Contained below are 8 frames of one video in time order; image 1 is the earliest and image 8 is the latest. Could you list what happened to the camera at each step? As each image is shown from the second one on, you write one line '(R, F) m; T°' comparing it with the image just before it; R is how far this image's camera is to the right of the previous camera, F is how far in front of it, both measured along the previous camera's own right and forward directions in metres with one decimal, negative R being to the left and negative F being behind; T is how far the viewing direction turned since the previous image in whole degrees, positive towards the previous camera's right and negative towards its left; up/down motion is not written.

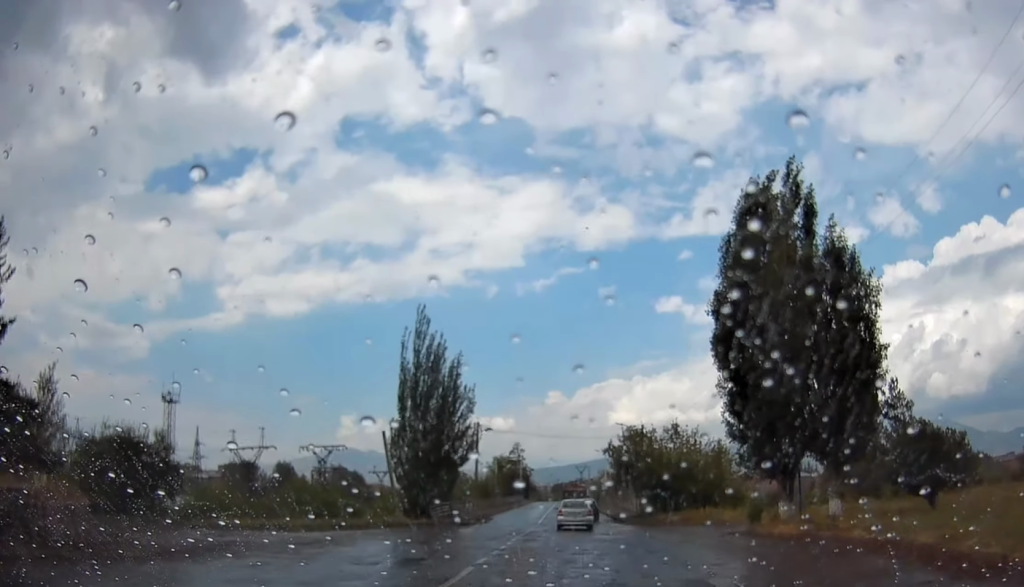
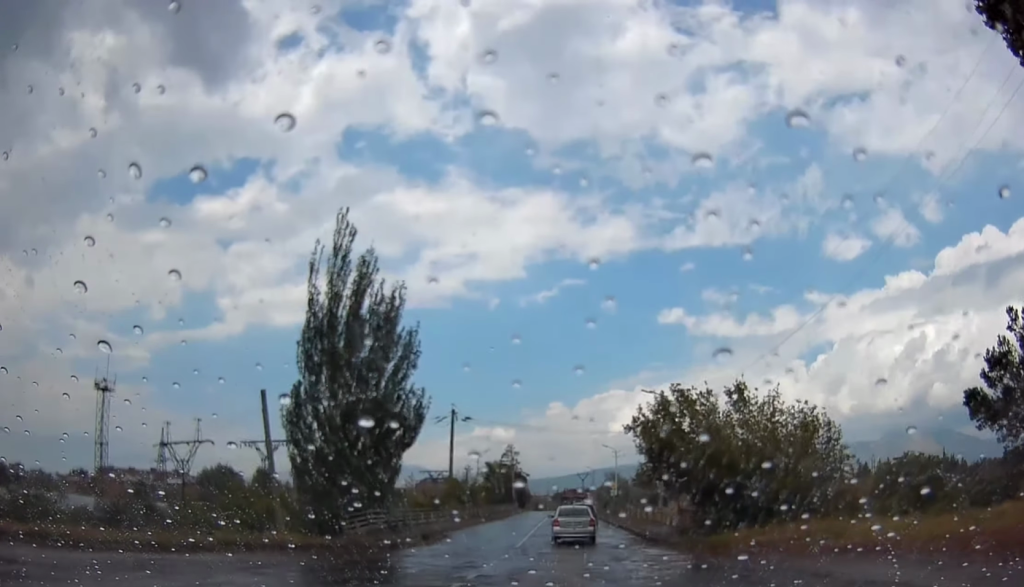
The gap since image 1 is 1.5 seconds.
(+0.8, +17.5) m; +2°
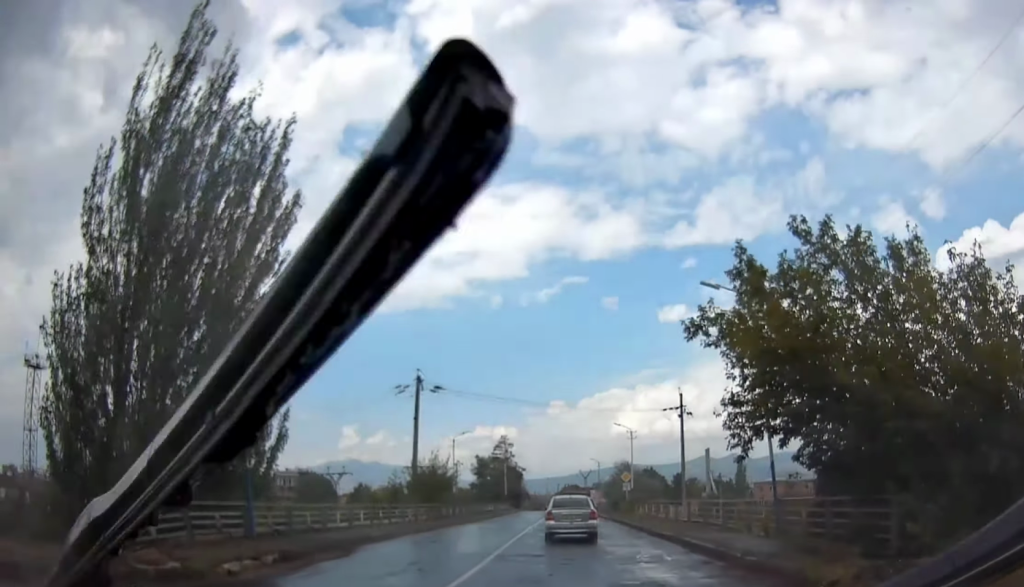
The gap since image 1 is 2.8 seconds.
(-0.7, +15.5) m; -2°
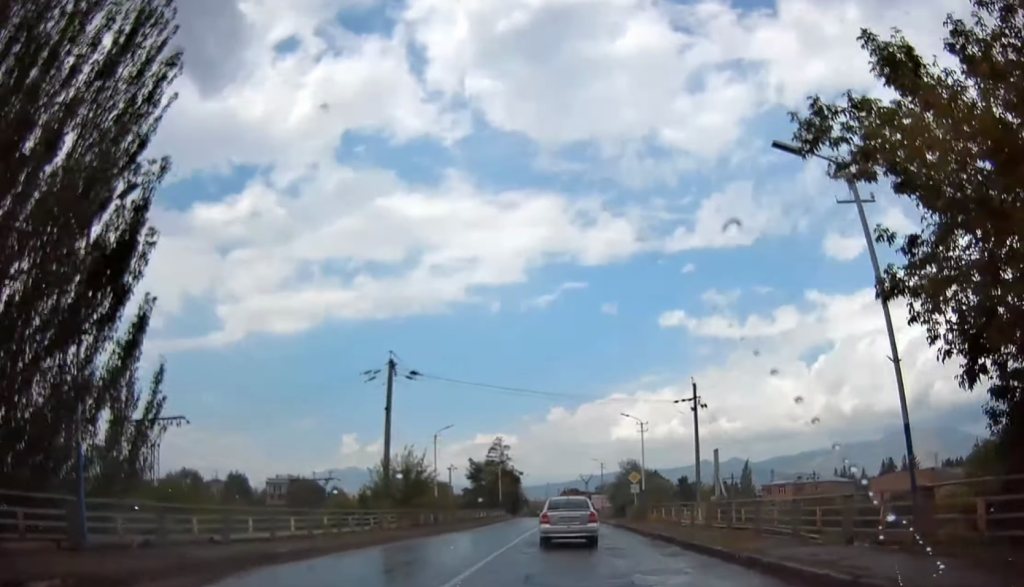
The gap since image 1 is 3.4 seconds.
(0.0, +7.4) m; 0°
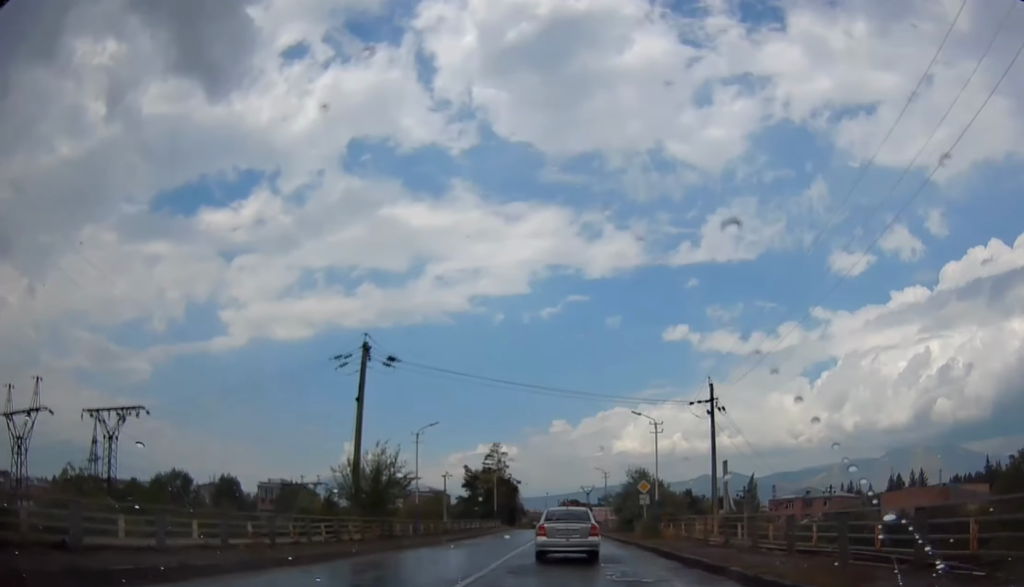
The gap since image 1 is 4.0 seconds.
(0.0, +6.0) m; 0°
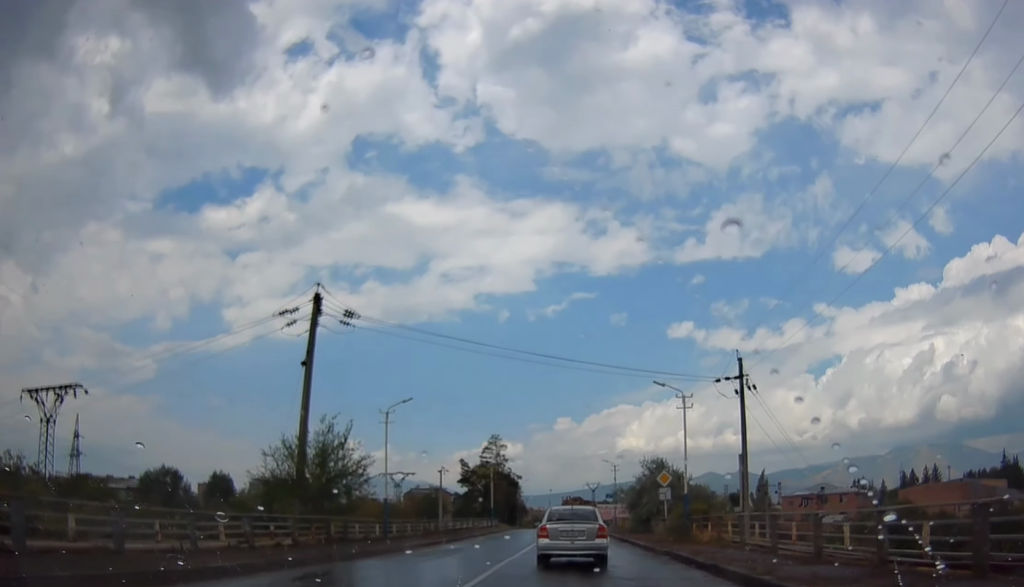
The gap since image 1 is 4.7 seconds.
(0.0, +8.0) m; +1°
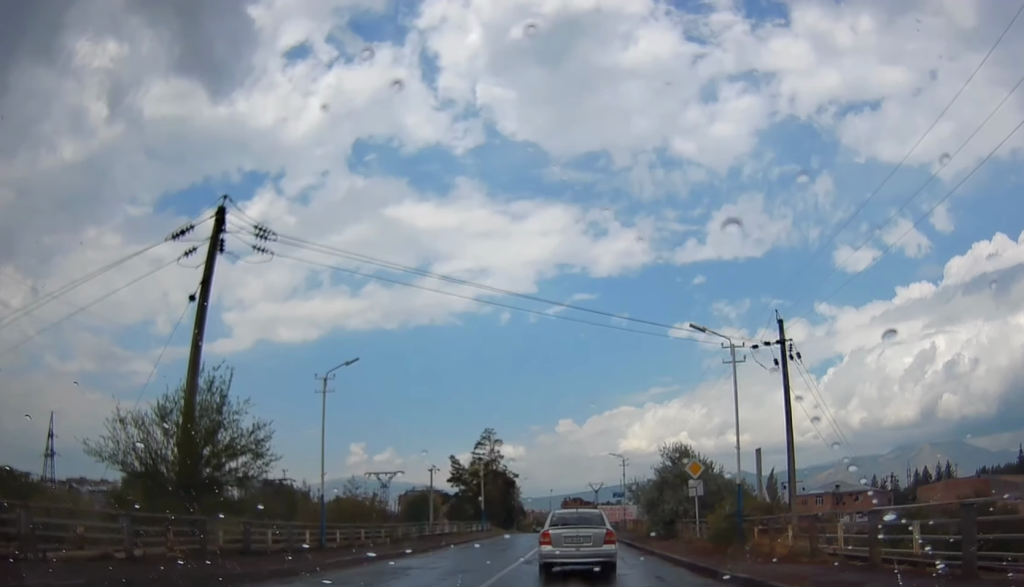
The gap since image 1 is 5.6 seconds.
(+0.1, +9.7) m; +1°
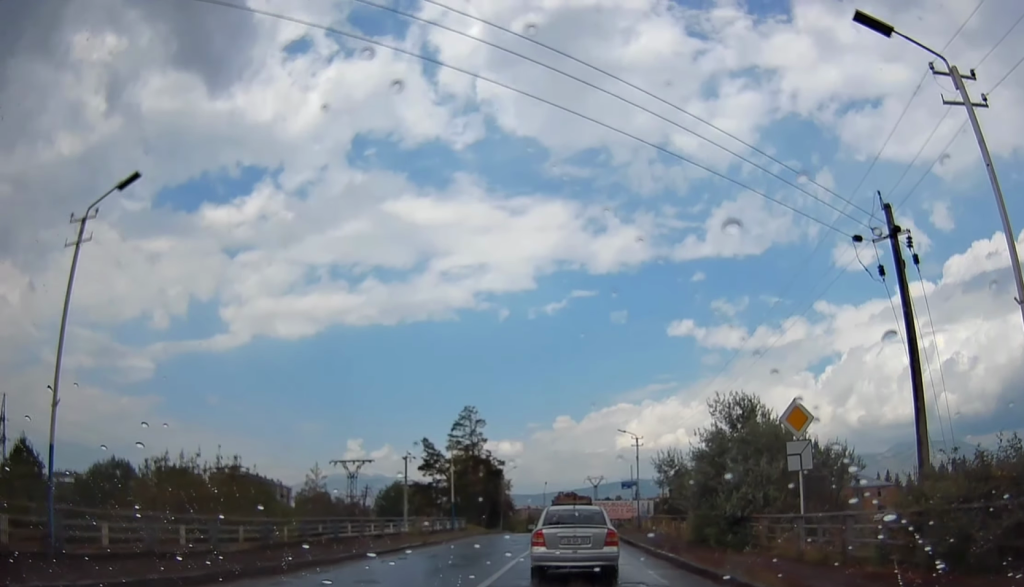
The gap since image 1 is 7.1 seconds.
(0.0, +15.3) m; -1°
